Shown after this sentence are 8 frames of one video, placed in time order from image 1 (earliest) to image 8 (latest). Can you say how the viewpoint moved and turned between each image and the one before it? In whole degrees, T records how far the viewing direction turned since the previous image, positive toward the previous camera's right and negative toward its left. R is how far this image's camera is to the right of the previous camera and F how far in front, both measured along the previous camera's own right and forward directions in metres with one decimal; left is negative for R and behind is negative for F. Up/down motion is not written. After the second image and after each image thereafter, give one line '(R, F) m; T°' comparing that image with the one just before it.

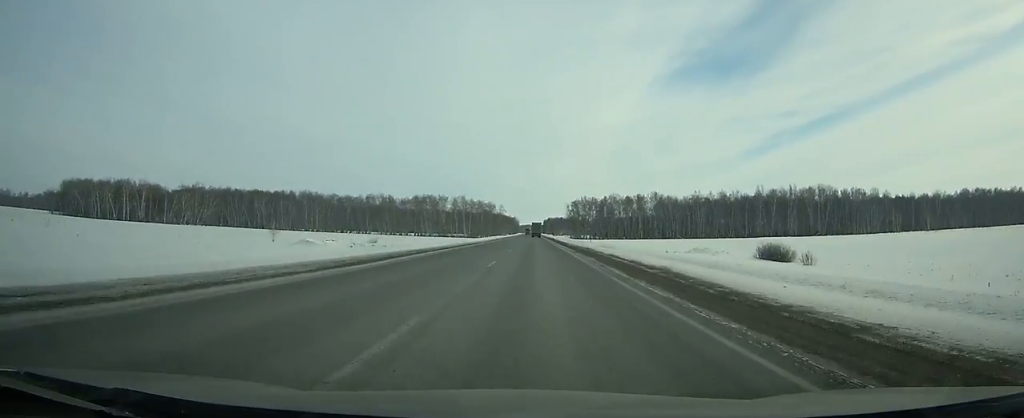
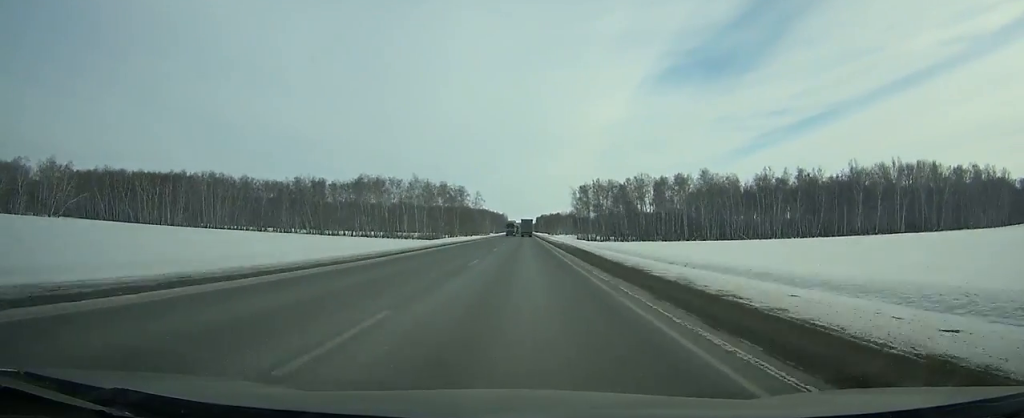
(+0.4, +95.3) m; 0°
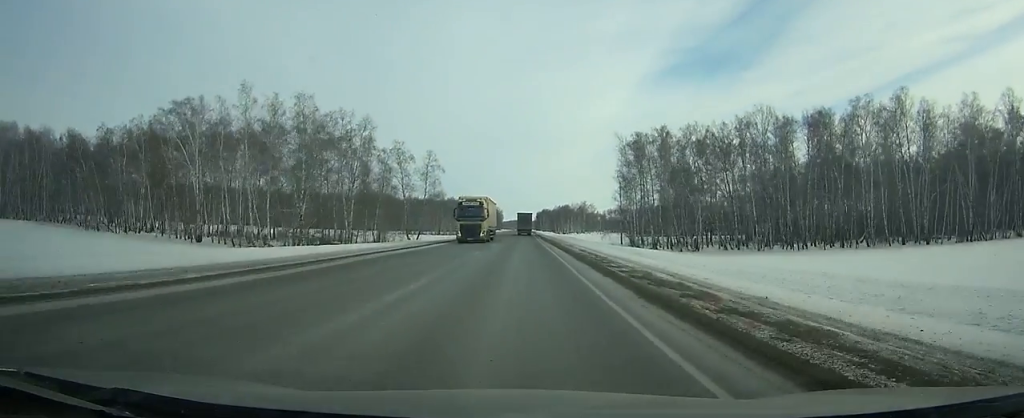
(-0.1, +107.7) m; 0°
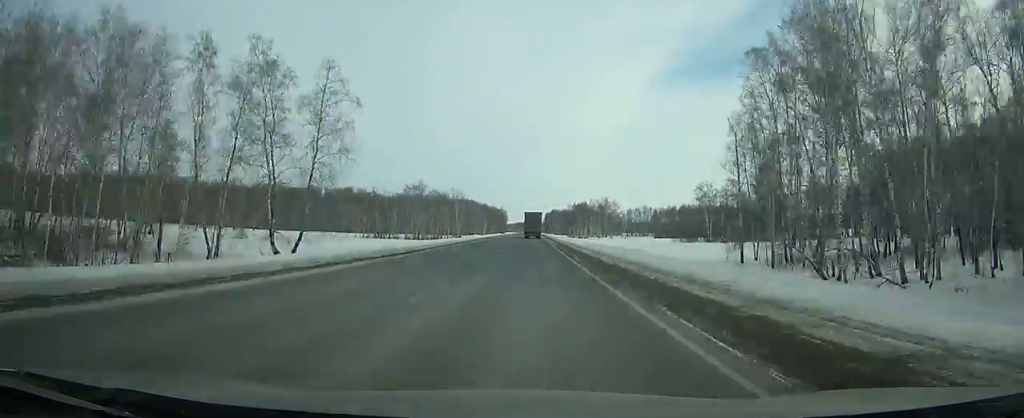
(-0.3, +63.6) m; 0°
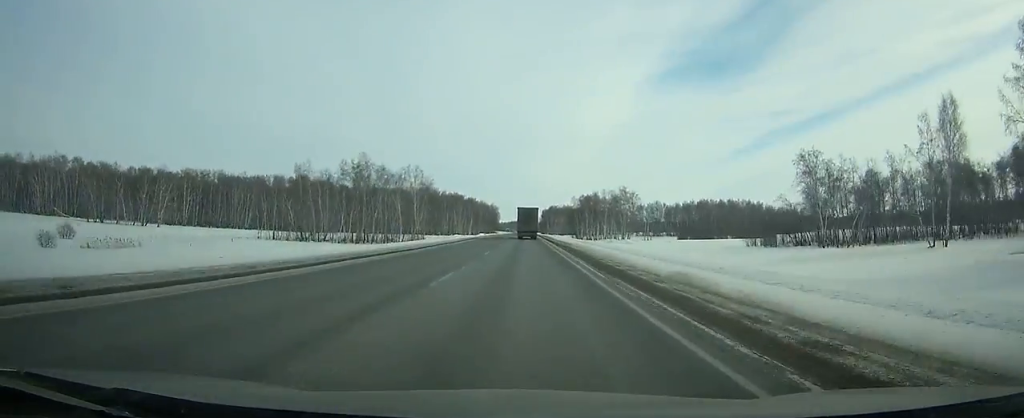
(+0.3, +59.5) m; 0°
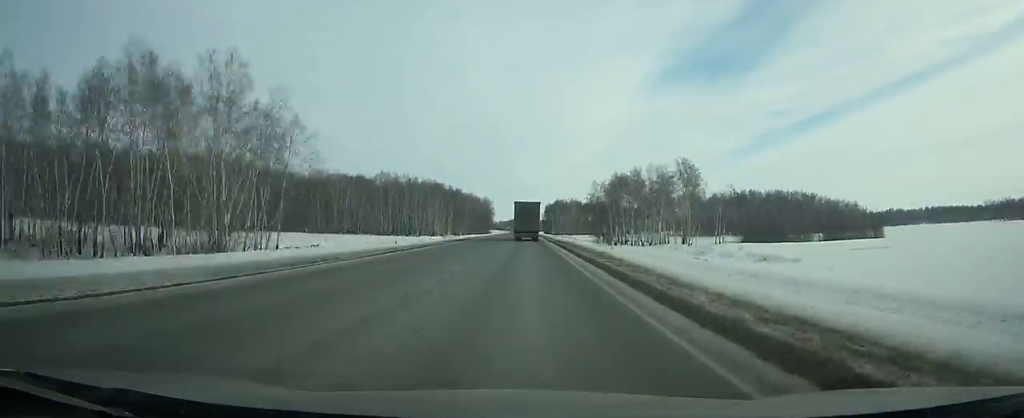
(+0.1, +80.2) m; 0°
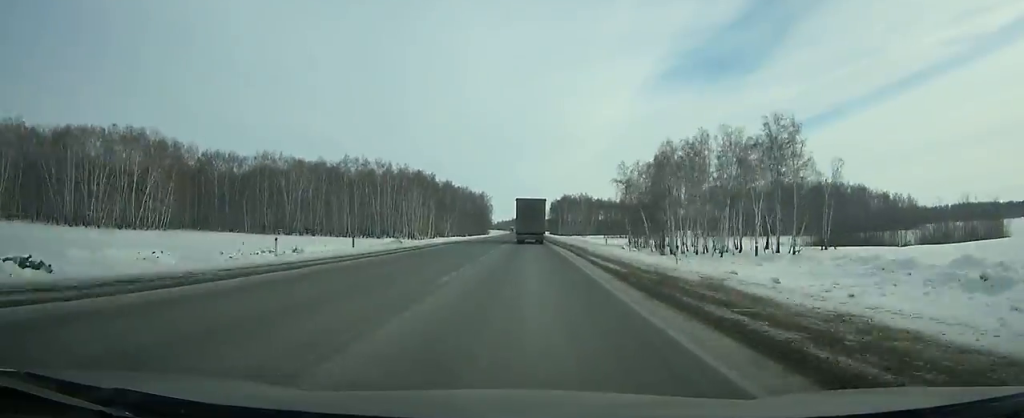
(-0.1, +48.3) m; 0°
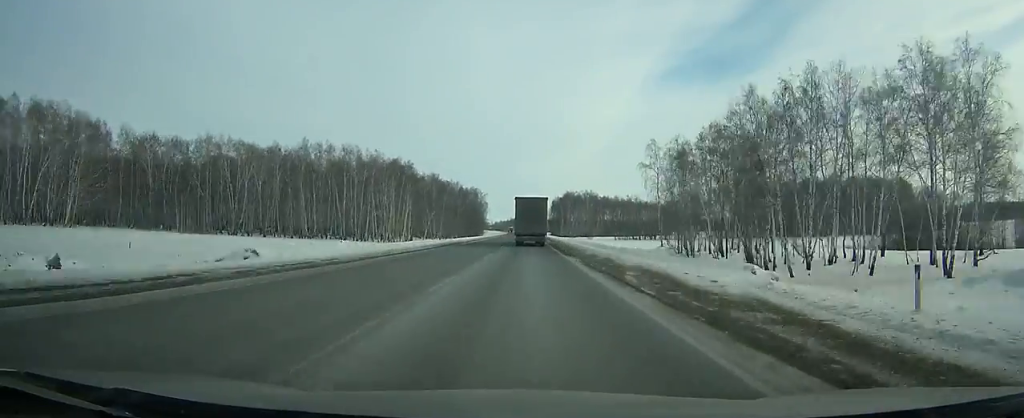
(-0.2, +33.3) m; 0°
